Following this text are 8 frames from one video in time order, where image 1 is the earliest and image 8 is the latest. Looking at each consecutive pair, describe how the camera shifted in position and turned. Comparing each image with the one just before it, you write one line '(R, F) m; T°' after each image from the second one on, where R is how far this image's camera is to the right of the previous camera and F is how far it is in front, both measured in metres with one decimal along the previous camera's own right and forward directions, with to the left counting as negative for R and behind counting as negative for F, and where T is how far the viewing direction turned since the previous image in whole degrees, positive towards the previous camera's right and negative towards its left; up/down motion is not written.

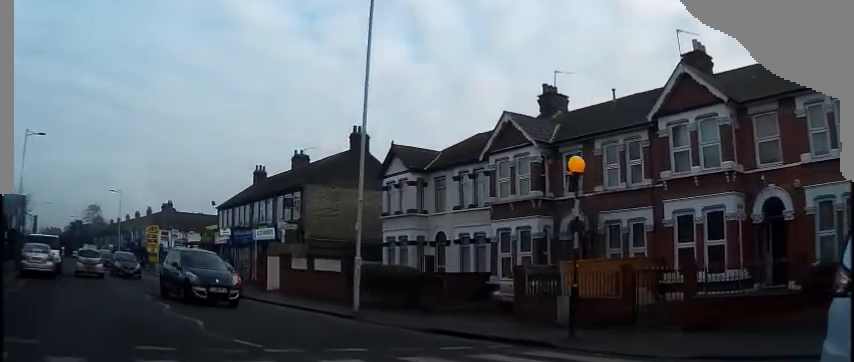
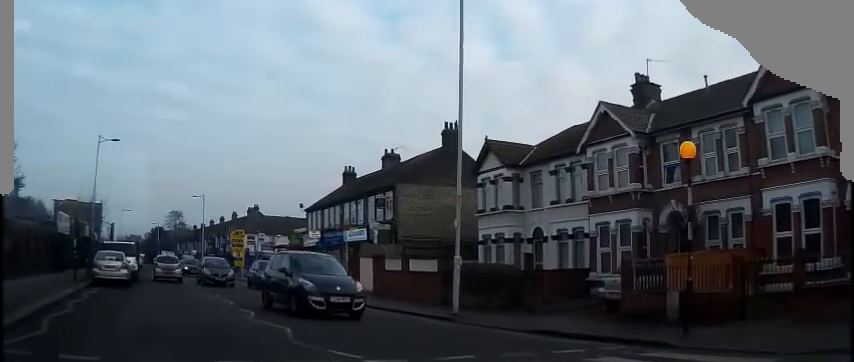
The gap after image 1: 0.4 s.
(0.0, +1.1) m; -10°
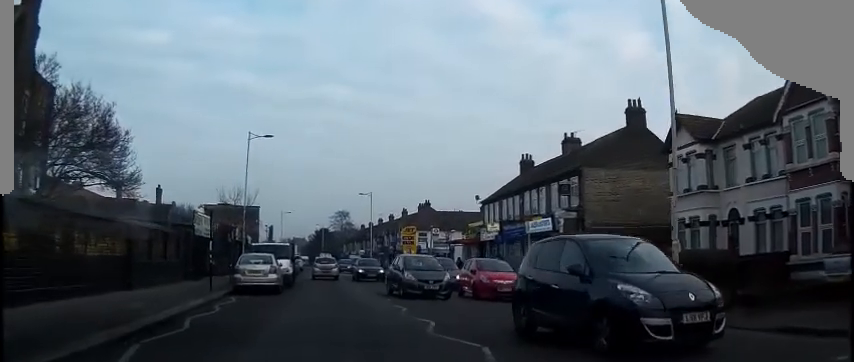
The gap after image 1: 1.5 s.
(-0.7, +3.7) m; -15°
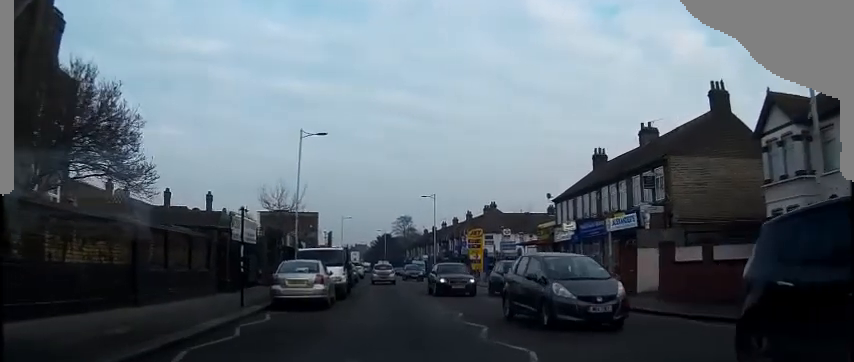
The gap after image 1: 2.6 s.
(-0.2, +4.4) m; -10°
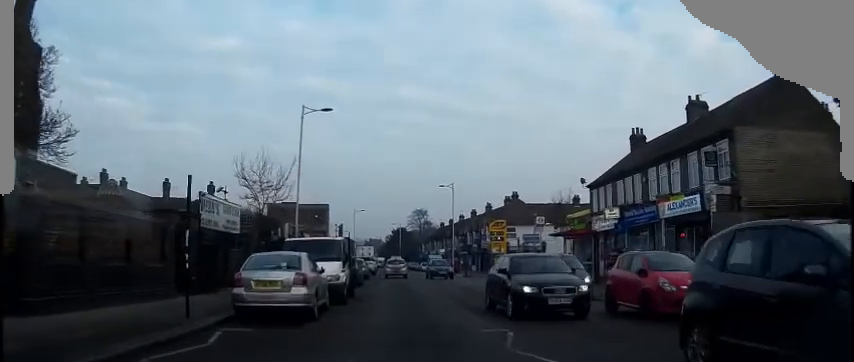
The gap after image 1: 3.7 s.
(-0.6, +5.8) m; -3°
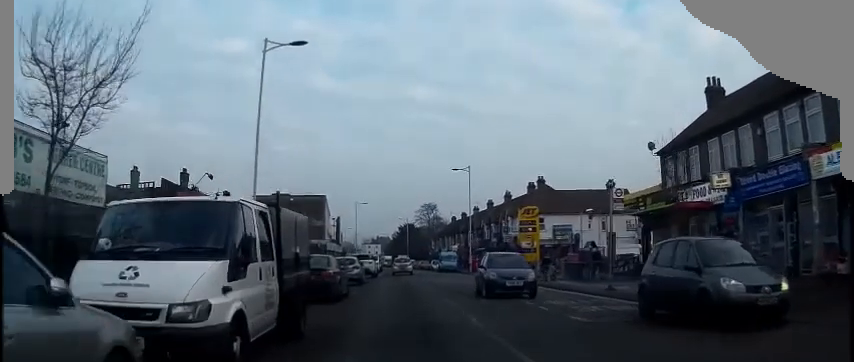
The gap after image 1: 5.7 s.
(+0.6, +12.3) m; +3°
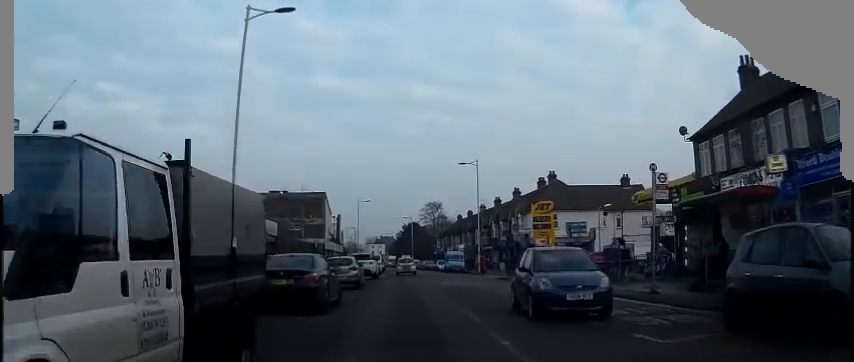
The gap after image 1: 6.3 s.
(0.0, +3.8) m; +1°
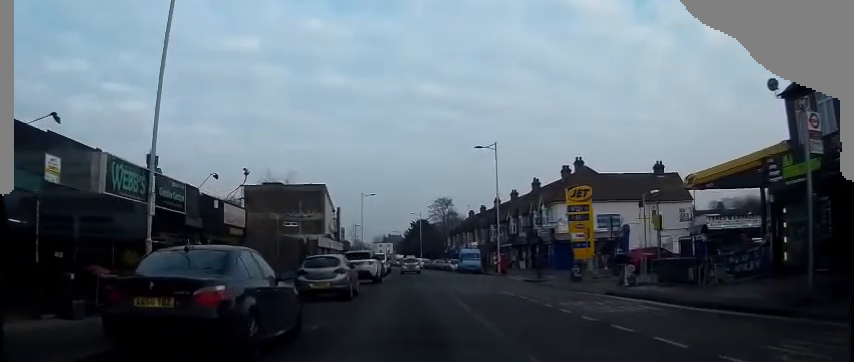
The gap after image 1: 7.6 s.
(+0.2, +7.9) m; +2°
